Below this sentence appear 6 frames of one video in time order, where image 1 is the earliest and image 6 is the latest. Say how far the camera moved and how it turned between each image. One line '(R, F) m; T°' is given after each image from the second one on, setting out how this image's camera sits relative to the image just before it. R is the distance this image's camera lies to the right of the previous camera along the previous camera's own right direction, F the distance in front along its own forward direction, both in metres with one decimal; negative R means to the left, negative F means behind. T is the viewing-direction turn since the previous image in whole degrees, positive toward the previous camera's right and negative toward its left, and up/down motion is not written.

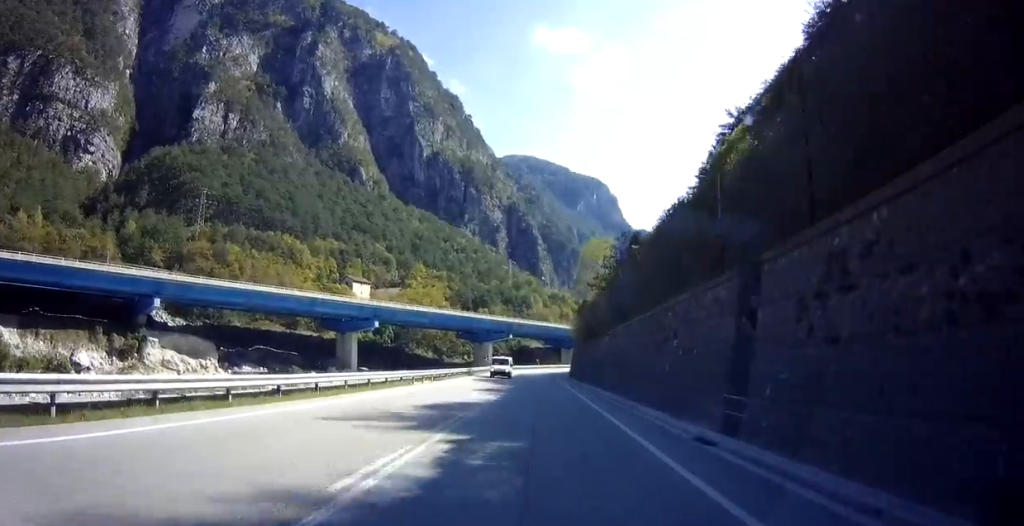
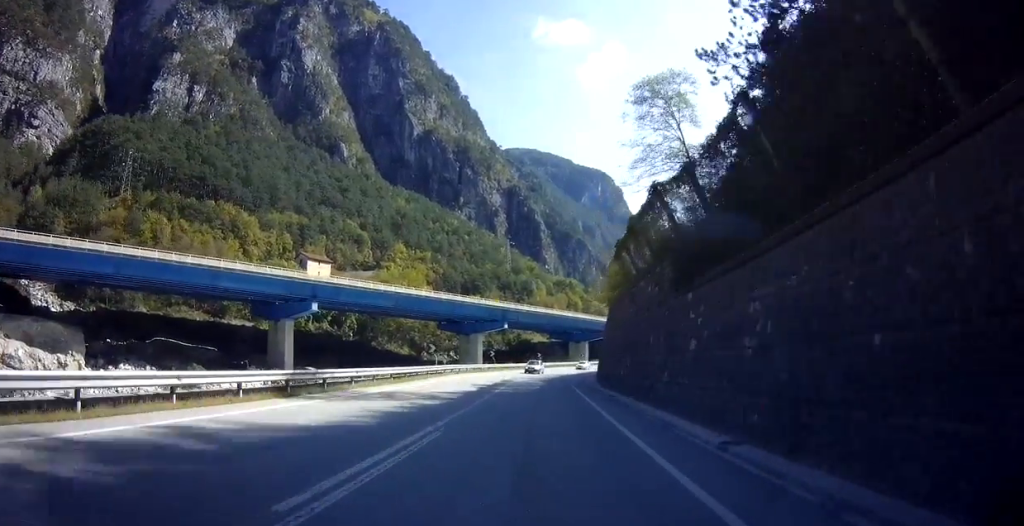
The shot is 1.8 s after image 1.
(+0.2, +40.7) m; +1°
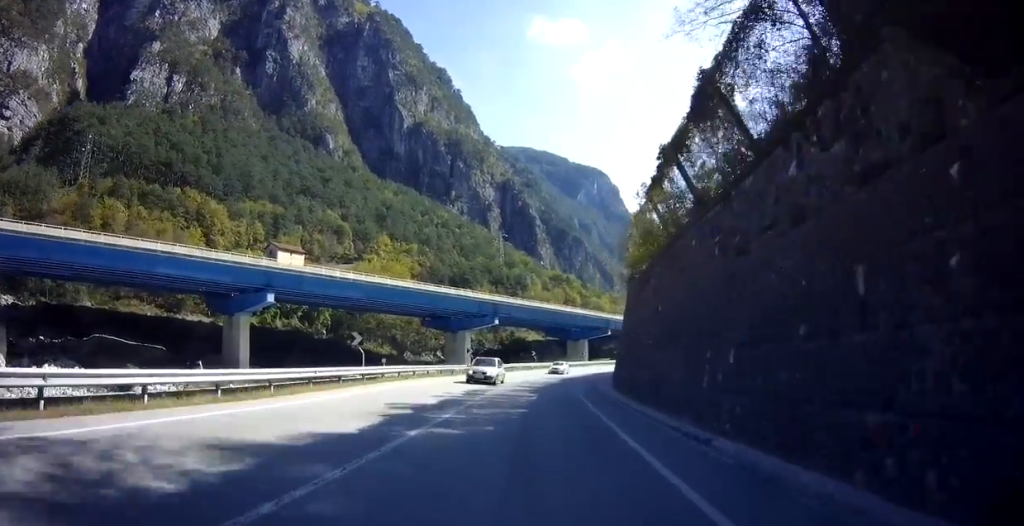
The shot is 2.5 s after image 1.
(-0.2, +15.6) m; +1°
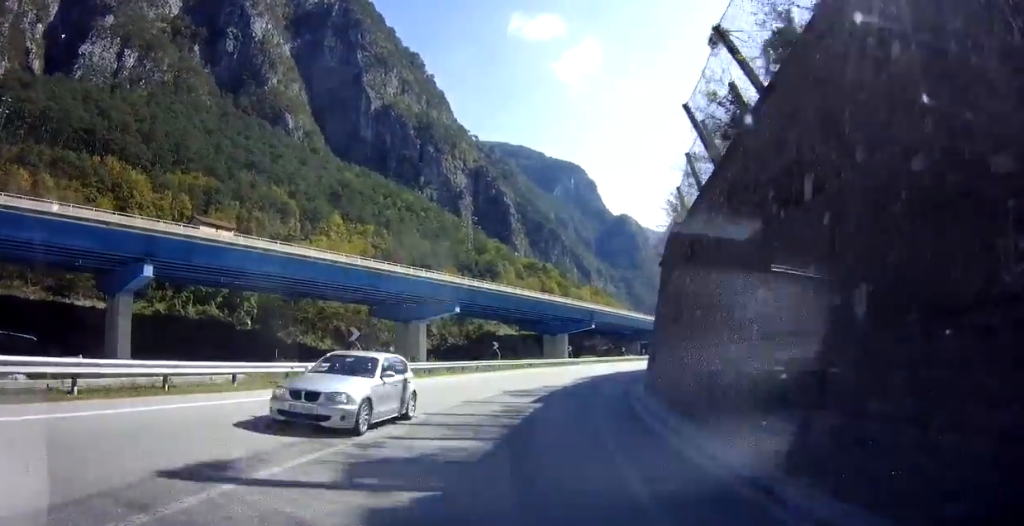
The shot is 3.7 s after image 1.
(+0.7, +25.4) m; +3°
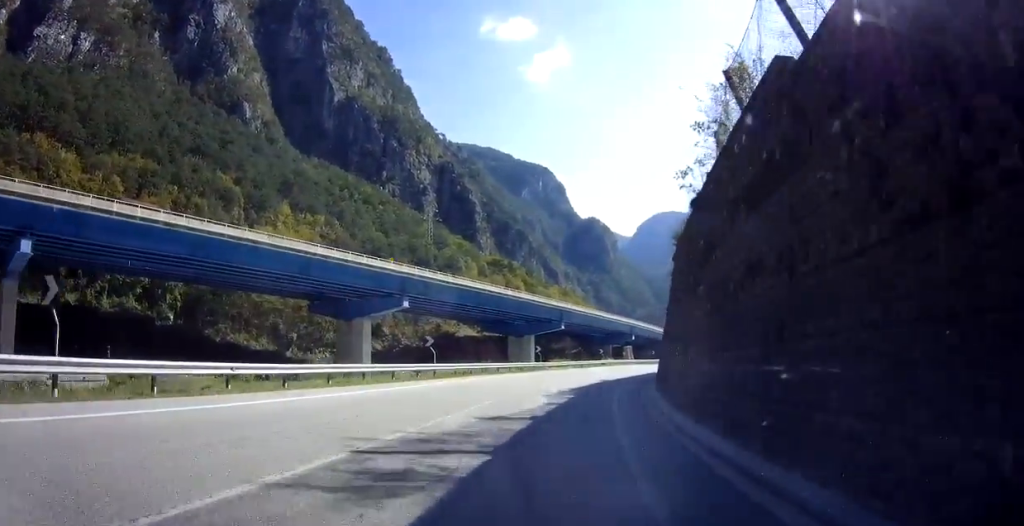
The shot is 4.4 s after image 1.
(0.0, +14.8) m; +4°
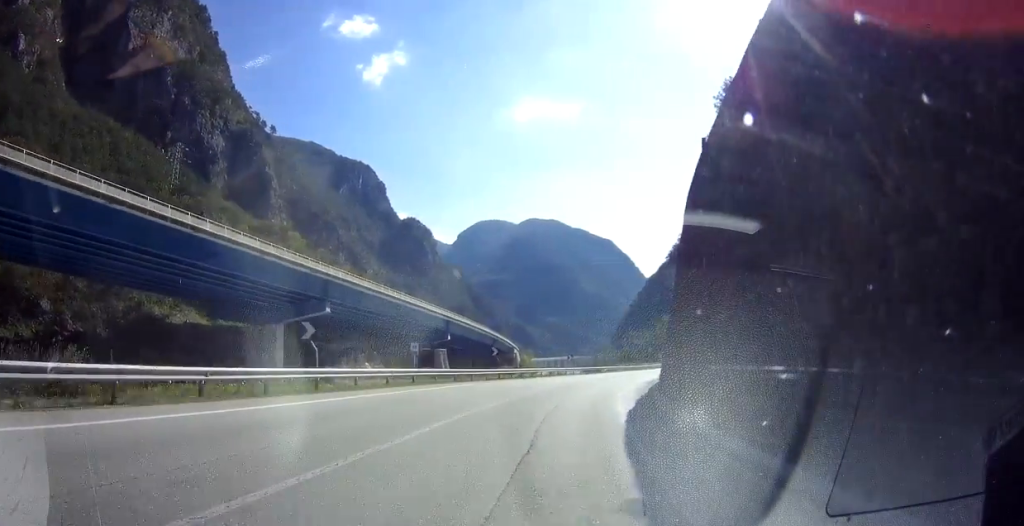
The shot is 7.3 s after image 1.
(+10.8, +57.7) m; +20°
